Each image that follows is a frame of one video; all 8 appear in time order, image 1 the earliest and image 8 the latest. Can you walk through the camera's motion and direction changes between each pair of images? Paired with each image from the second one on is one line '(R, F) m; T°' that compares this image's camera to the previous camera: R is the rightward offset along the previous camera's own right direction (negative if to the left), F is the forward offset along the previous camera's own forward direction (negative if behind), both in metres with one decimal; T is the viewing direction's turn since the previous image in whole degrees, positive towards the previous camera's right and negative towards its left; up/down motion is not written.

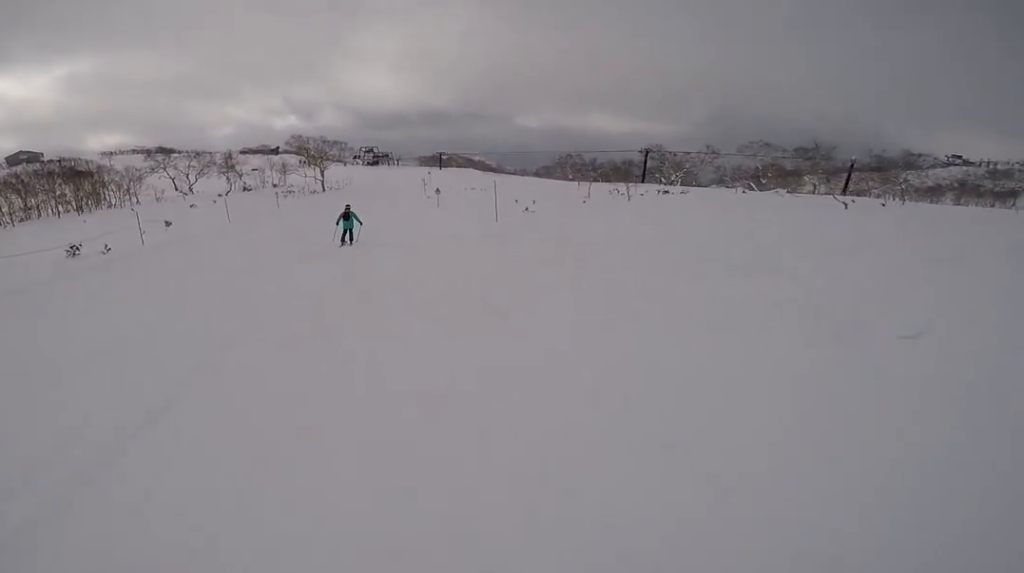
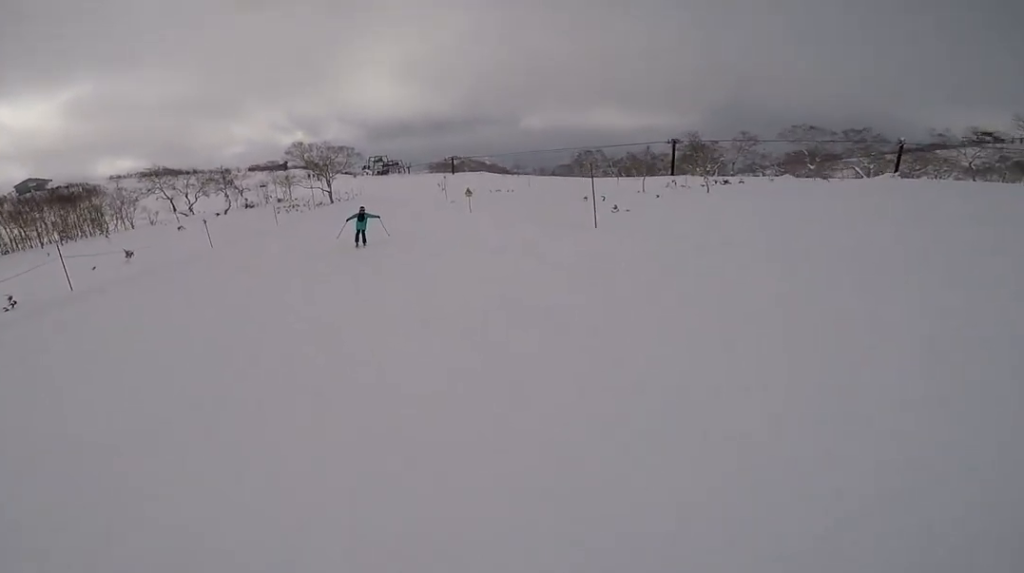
(+0.8, +6.4) m; +1°
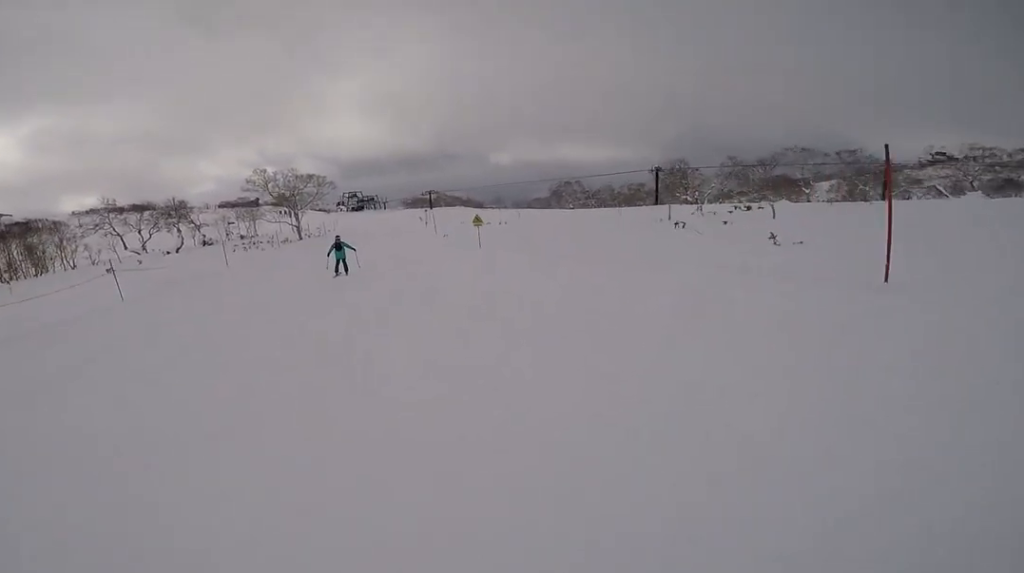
(-0.7, +6.5) m; -4°
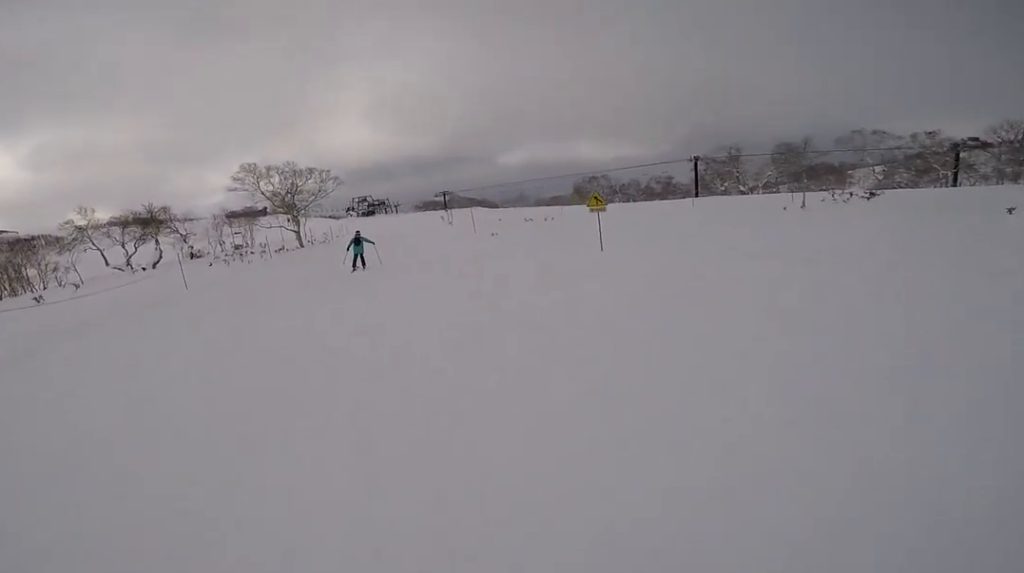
(-0.3, +8.4) m; -2°
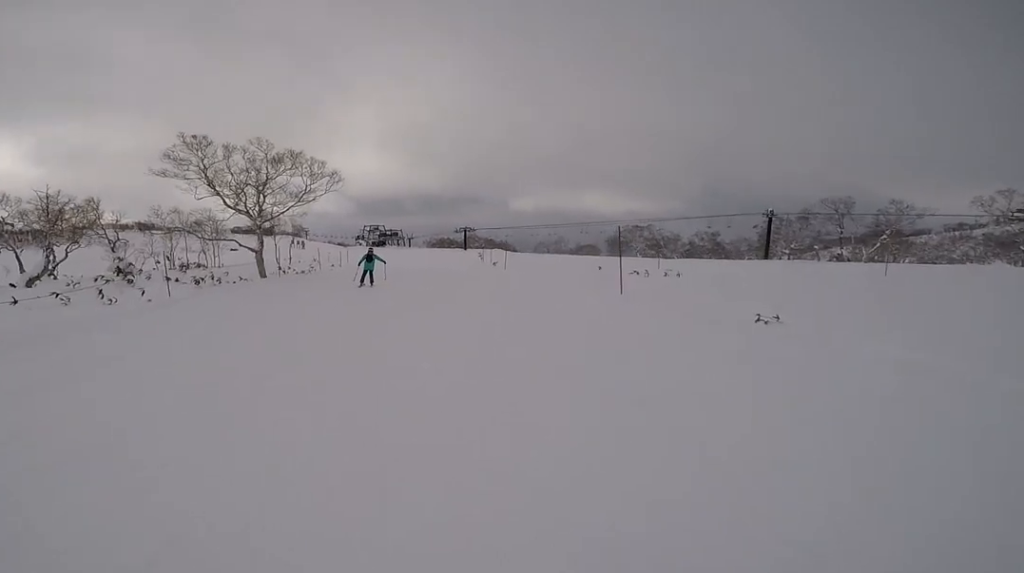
(+0.3, +15.4) m; +6°
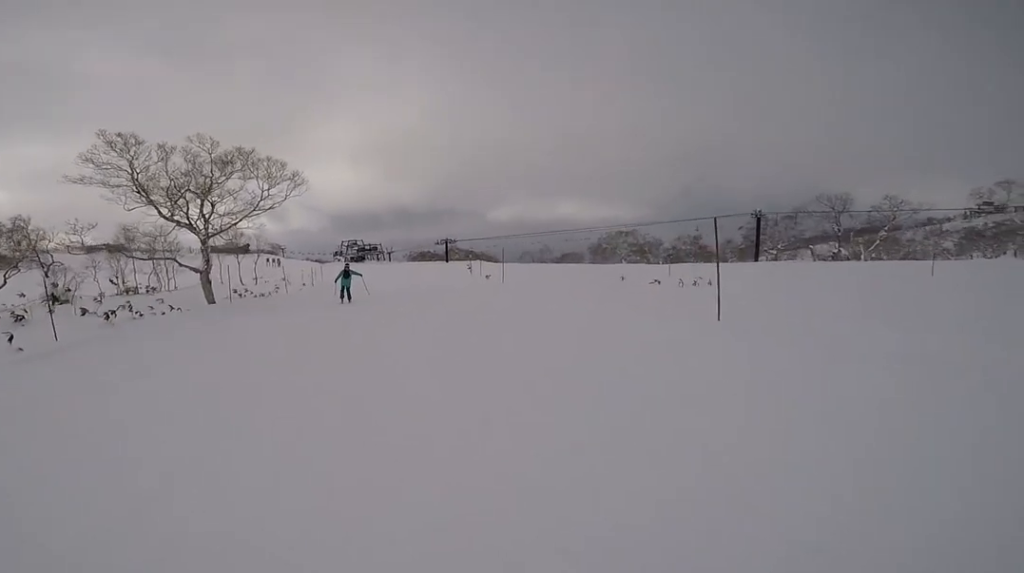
(+0.4, +4.3) m; +2°
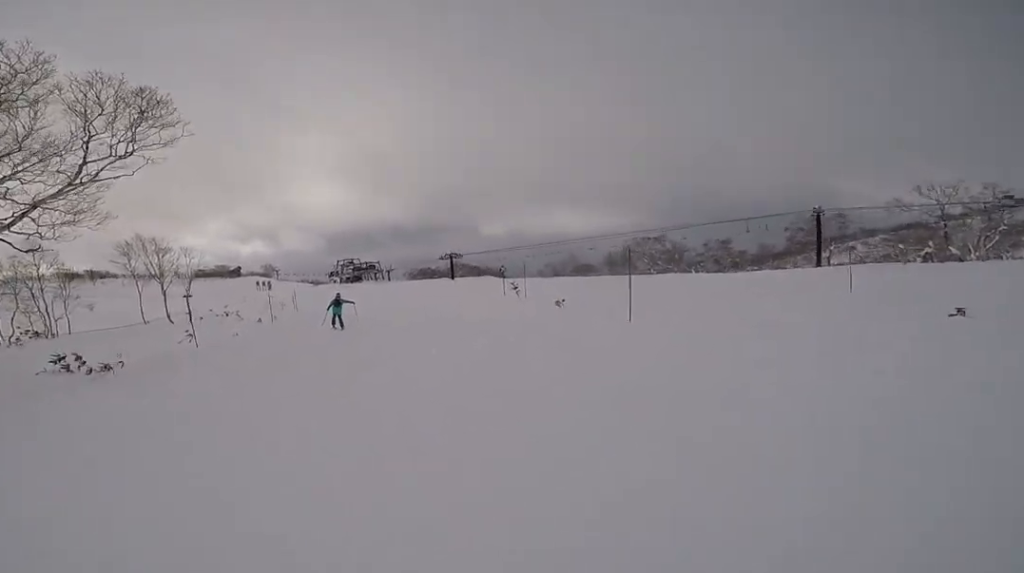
(-0.2, +13.1) m; -5°
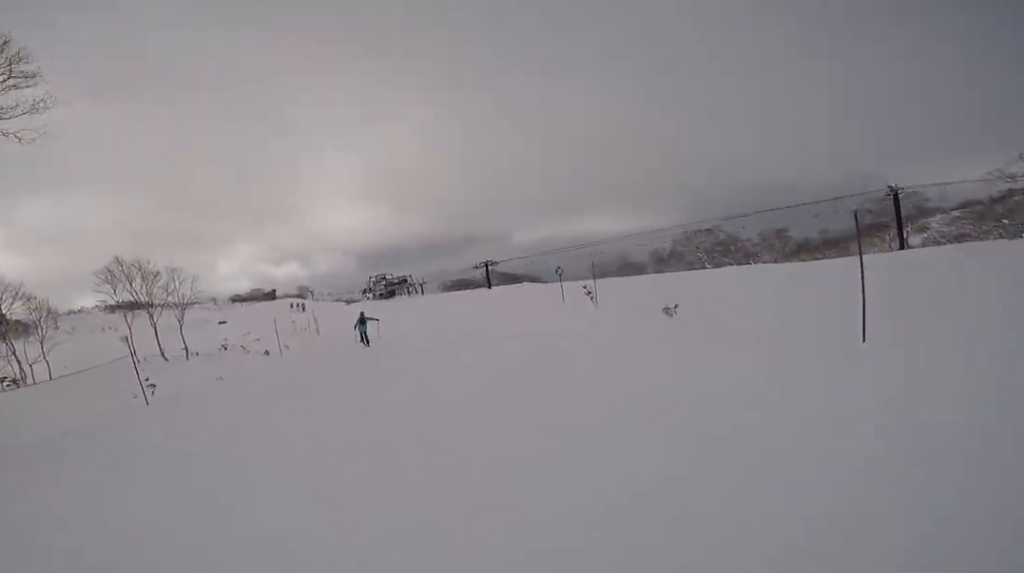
(-0.3, +5.5) m; 0°
